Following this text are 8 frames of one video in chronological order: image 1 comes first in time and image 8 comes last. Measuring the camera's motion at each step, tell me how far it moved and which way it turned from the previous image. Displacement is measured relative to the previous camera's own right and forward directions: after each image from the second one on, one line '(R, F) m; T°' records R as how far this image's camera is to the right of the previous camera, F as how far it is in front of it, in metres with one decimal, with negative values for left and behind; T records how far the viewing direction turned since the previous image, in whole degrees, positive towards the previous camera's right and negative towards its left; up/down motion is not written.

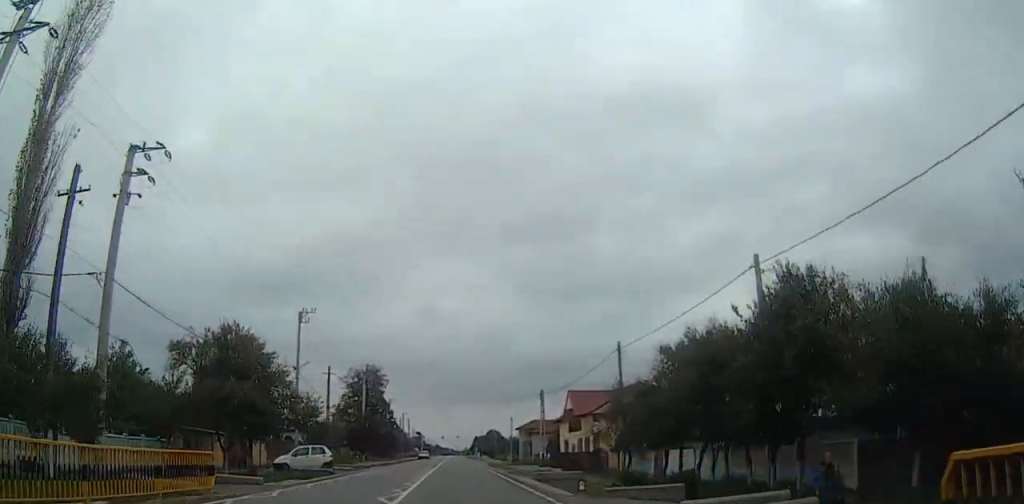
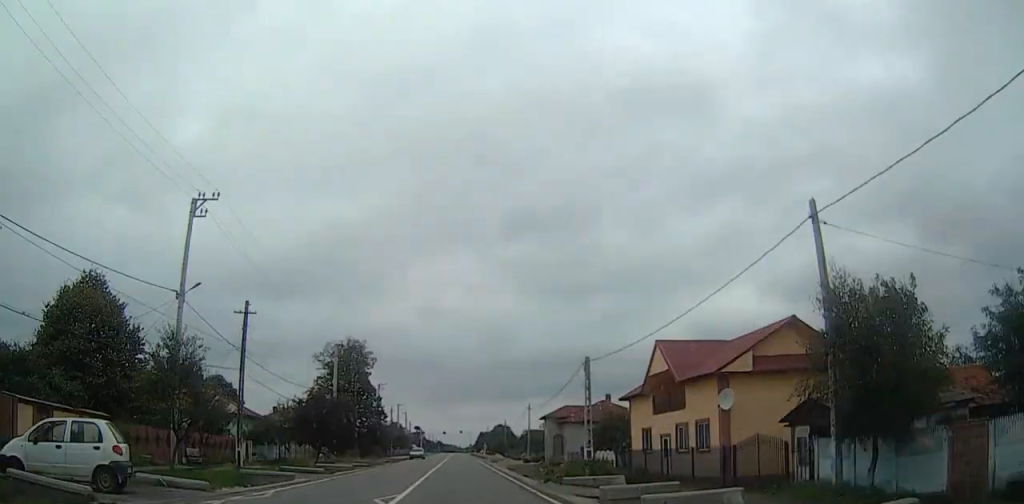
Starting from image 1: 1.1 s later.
(+0.2, +24.9) m; 0°
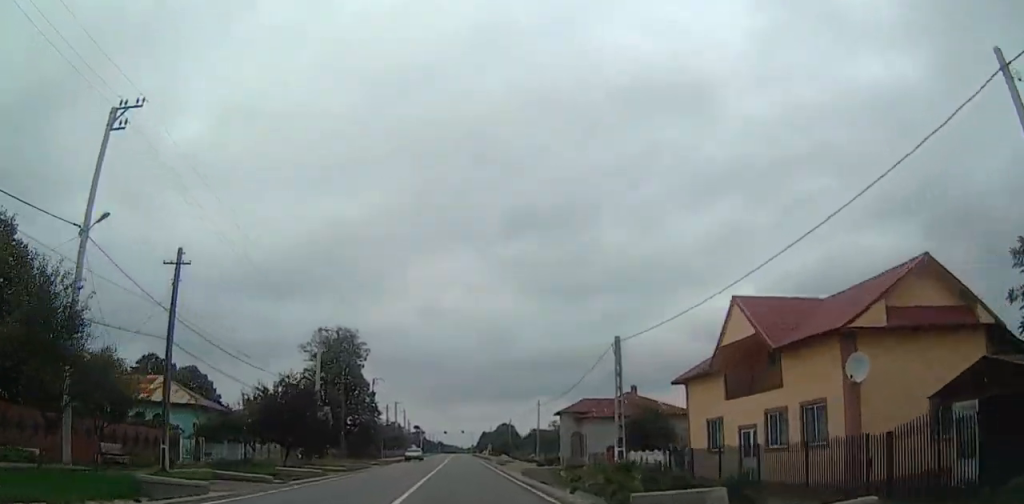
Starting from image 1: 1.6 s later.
(-0.1, +9.5) m; 0°
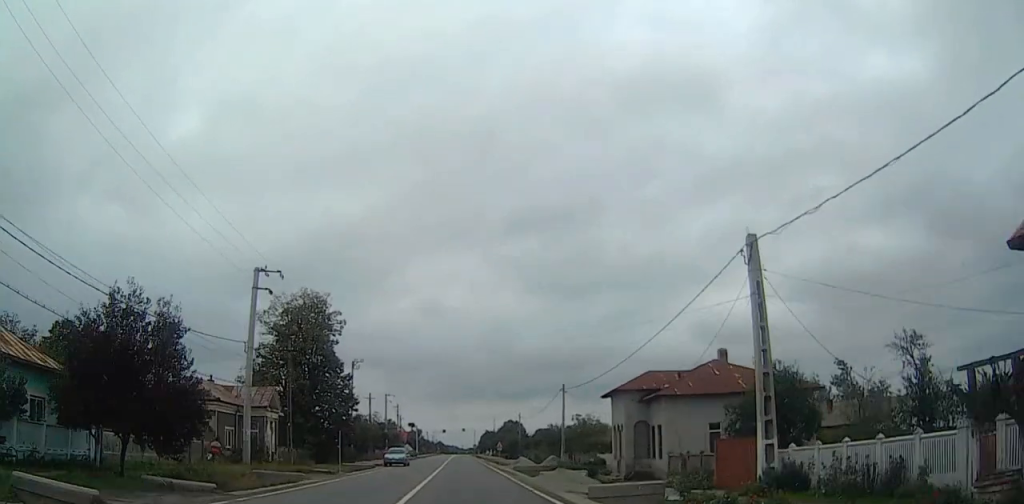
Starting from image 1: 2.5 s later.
(+0.1, +20.5) m; 0°
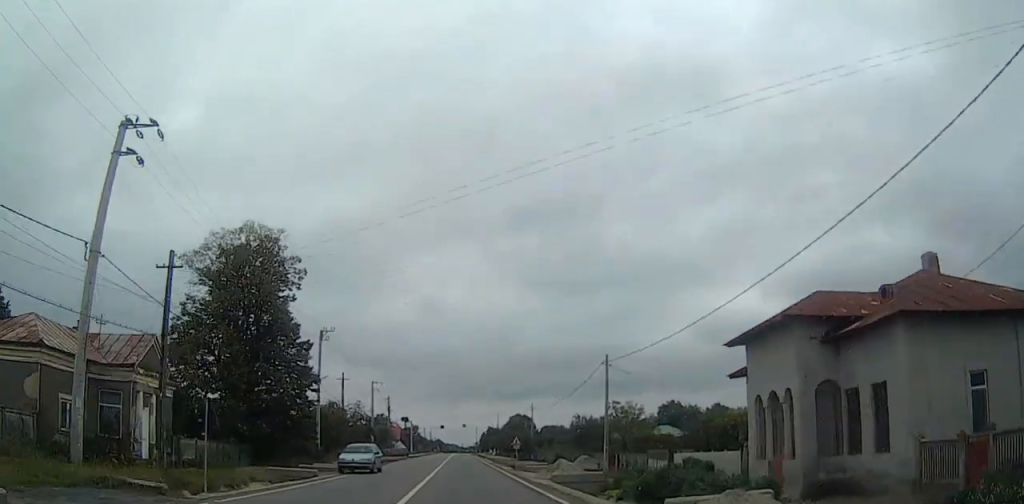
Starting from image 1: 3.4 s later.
(-0.1, +19.8) m; -1°
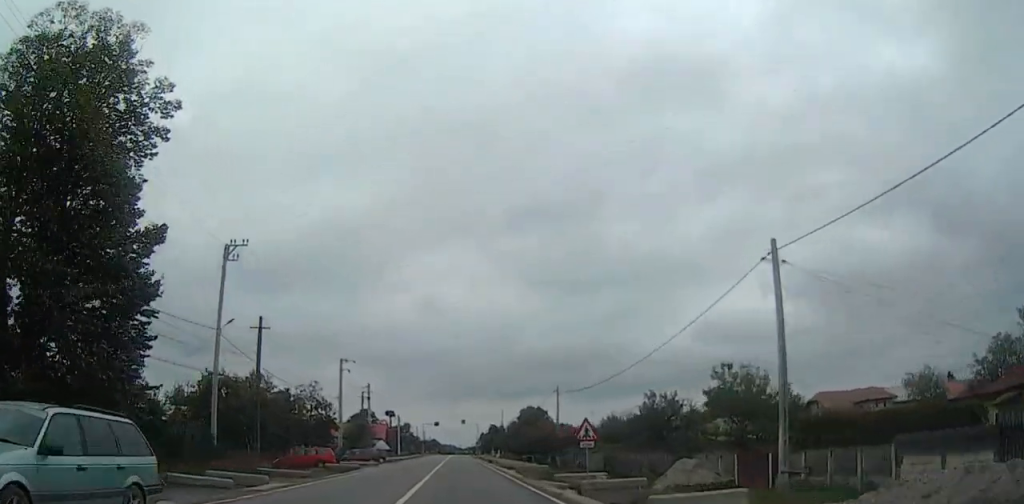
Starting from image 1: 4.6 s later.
(-0.2, +27.2) m; -1°
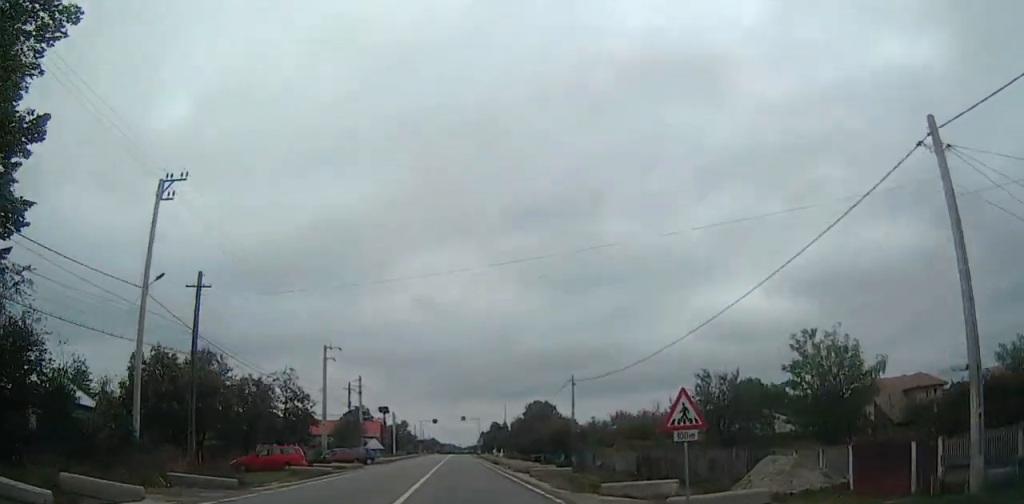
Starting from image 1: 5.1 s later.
(0.0, +9.5) m; 0°
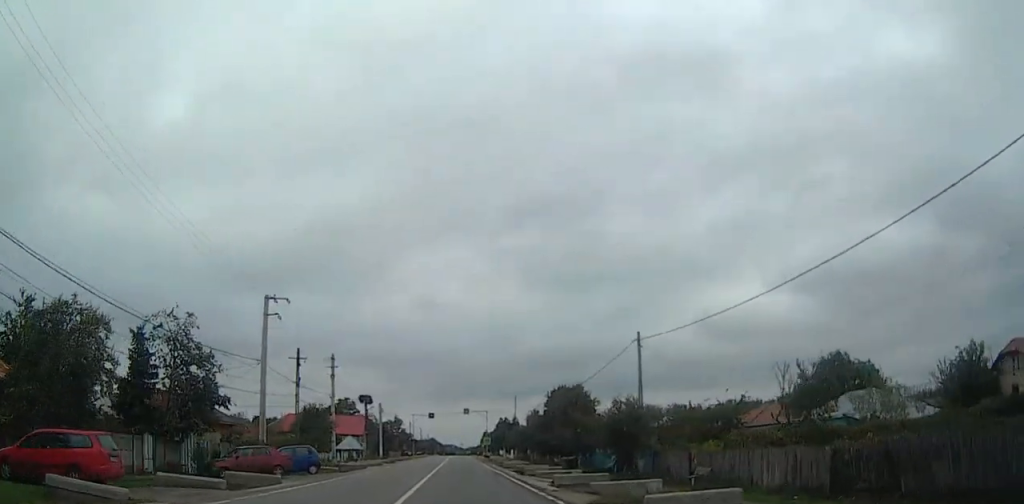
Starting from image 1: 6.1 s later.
(0.0, +22.6) m; 0°
